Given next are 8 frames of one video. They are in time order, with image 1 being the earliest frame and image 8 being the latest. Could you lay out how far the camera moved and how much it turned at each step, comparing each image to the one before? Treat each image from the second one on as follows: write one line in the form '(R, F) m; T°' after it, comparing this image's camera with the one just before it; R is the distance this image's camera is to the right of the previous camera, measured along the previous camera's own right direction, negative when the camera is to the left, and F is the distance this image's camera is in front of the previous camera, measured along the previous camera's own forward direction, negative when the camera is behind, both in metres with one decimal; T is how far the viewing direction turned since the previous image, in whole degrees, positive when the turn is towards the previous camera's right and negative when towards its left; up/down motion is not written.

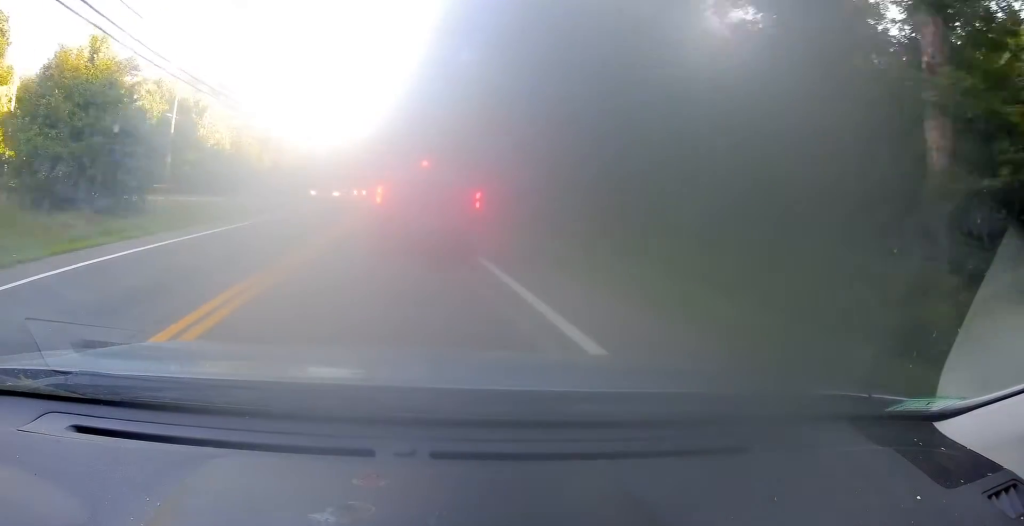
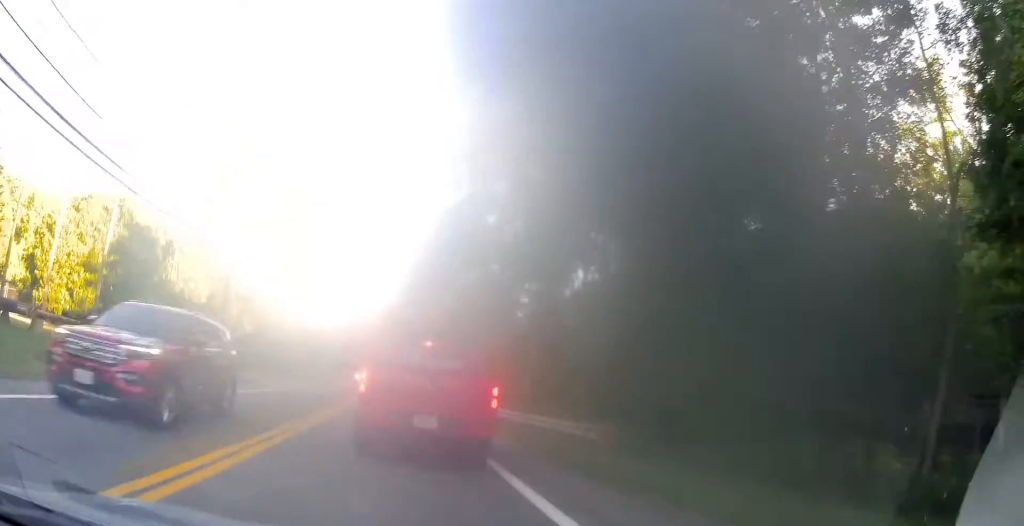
(-0.5, +14.4) m; -1°
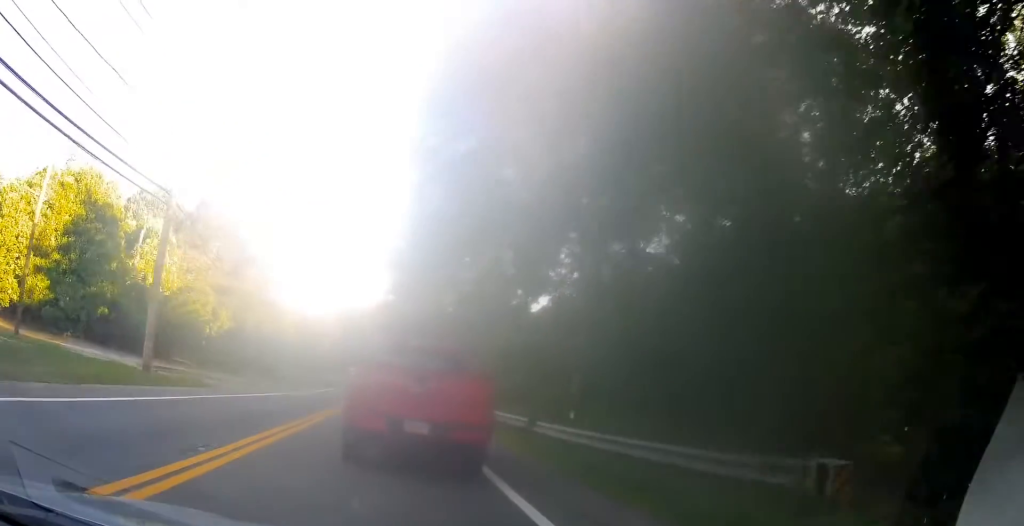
(+0.1, +9.0) m; -1°
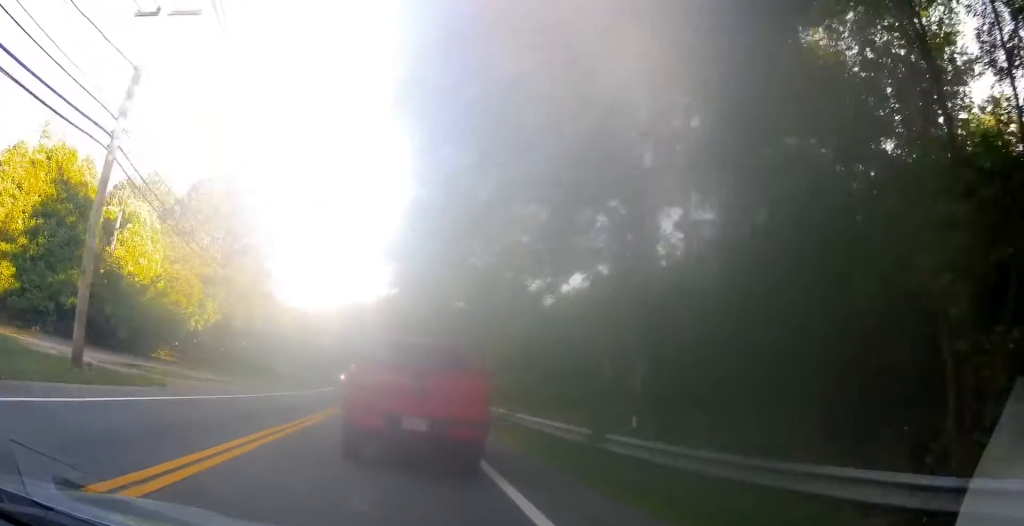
(+0.2, +7.0) m; -1°
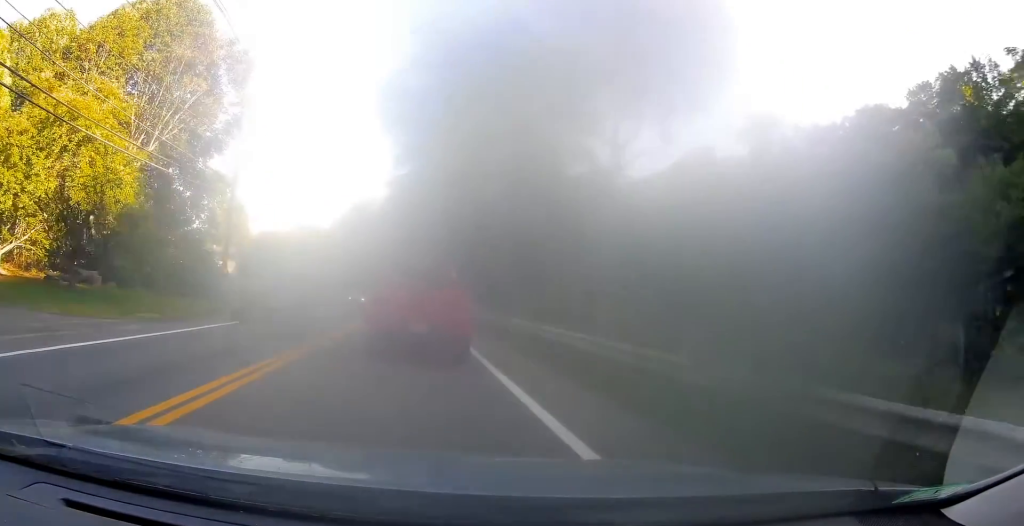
(-0.9, +26.1) m; -1°
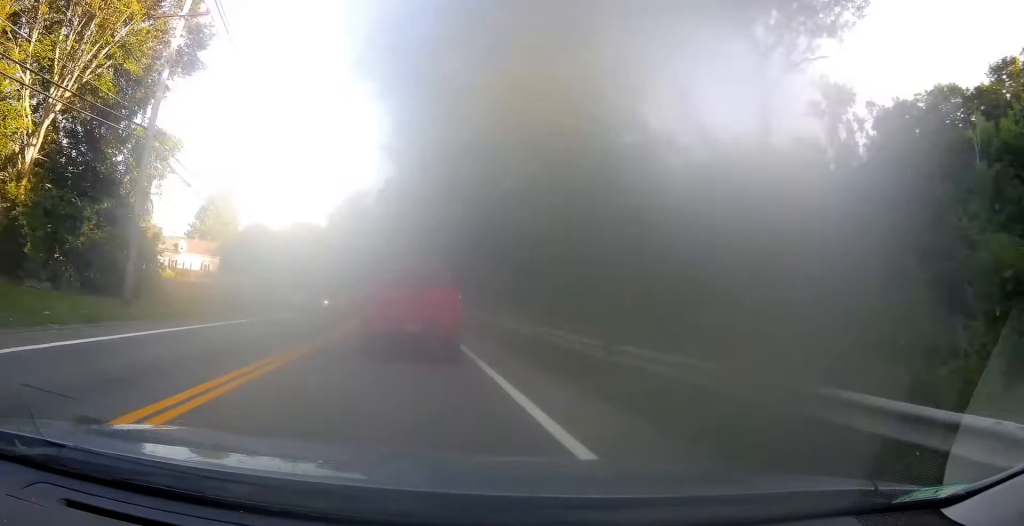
(0.0, +10.5) m; 0°
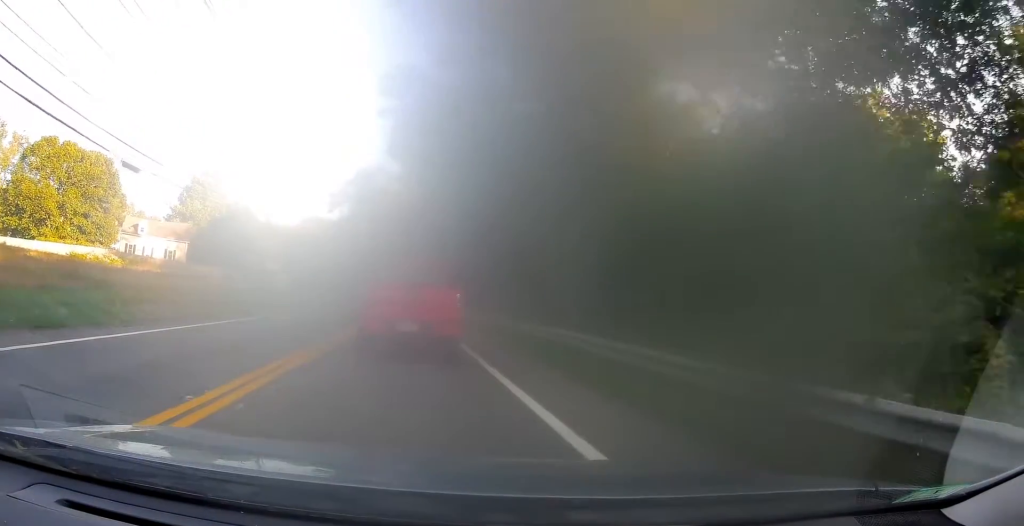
(-0.2, +19.2) m; -2°
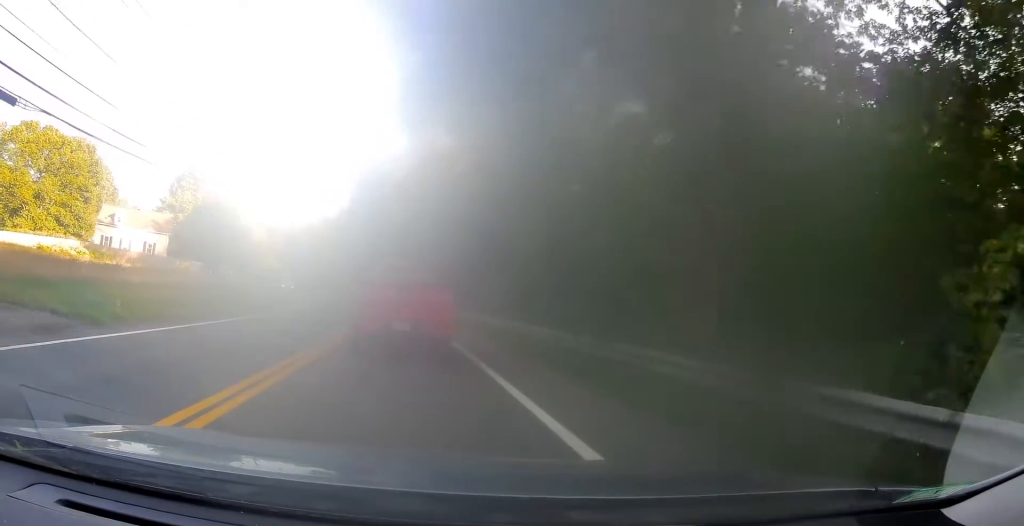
(-0.1, +8.6) m; -1°
